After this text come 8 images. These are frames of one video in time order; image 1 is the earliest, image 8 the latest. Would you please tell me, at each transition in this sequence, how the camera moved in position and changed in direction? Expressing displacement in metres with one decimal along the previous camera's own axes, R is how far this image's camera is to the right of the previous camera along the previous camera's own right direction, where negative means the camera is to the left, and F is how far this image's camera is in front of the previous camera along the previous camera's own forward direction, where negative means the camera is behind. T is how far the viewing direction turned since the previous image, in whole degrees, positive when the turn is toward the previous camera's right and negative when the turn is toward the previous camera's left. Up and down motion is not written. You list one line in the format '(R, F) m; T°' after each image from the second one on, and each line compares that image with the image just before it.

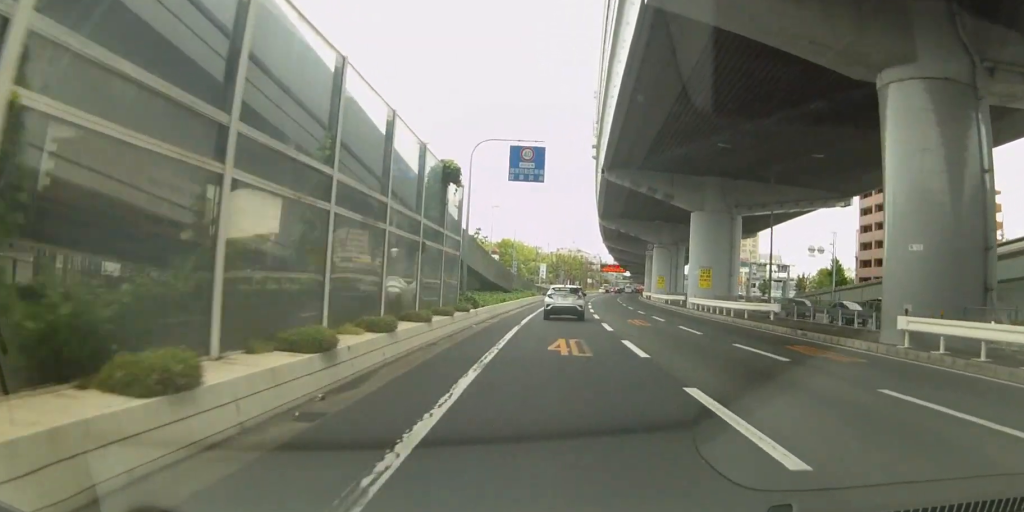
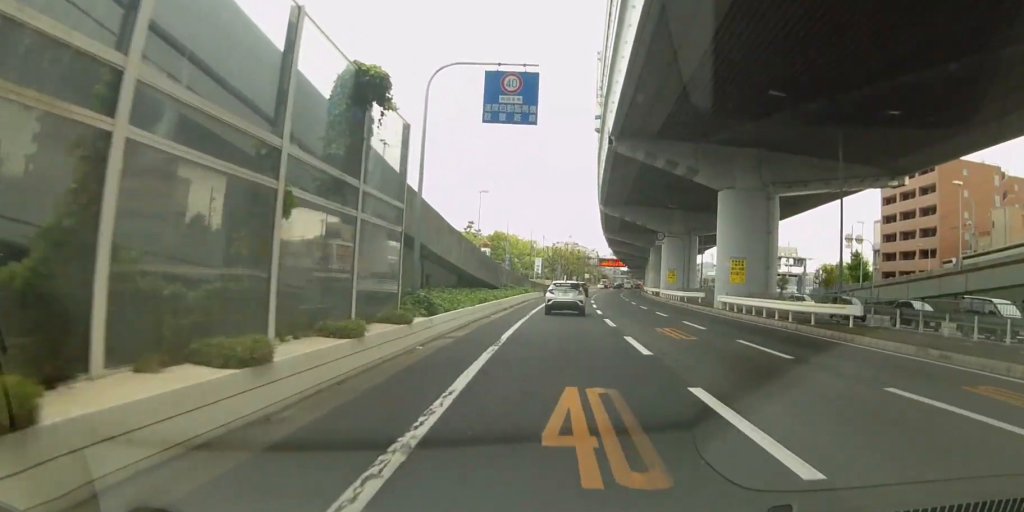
(0.0, +9.8) m; -3°
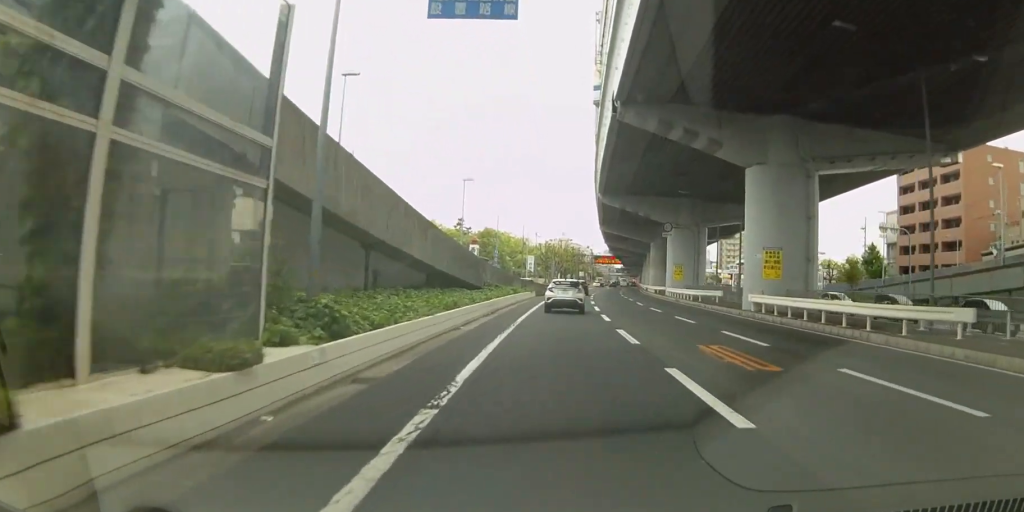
(-0.5, +7.9) m; -1°
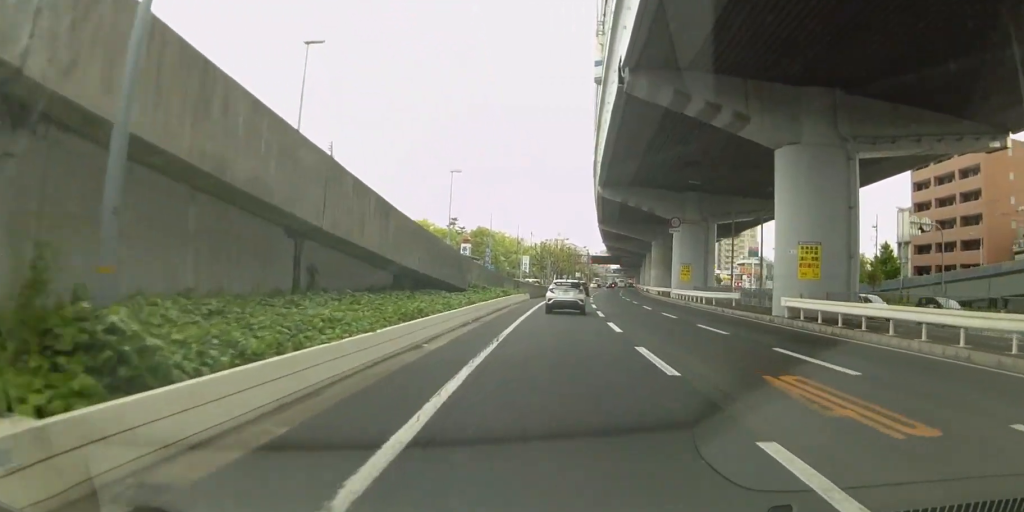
(0.0, +5.6) m; 0°
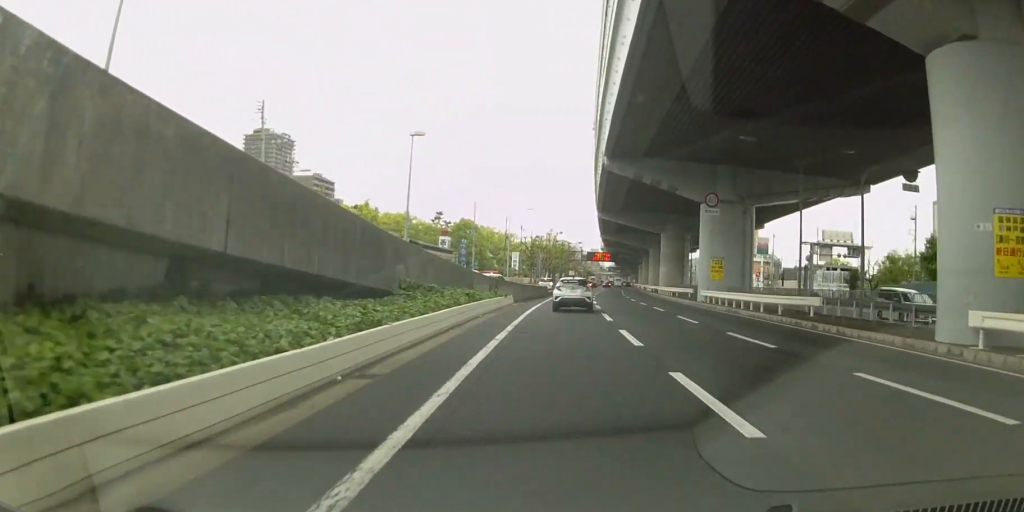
(+0.5, +14.2) m; +2°
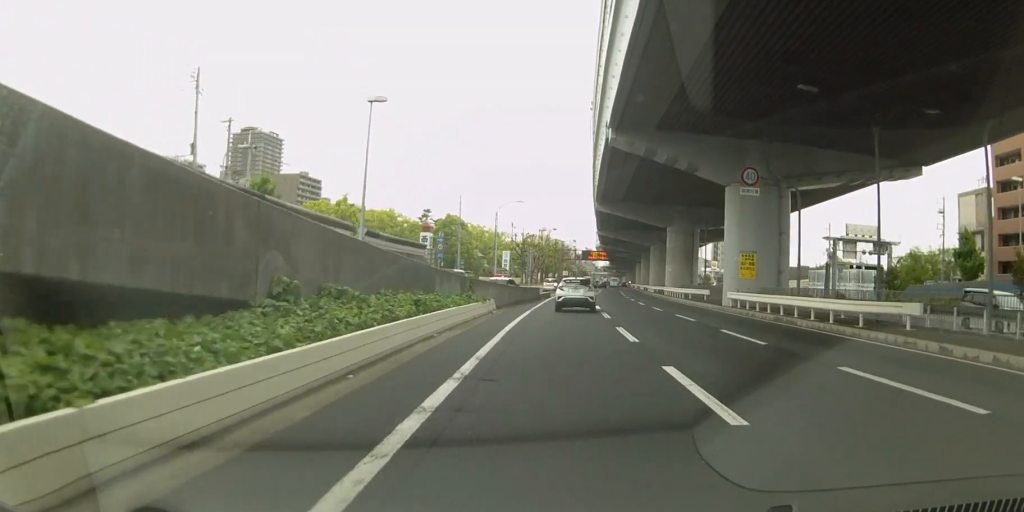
(0.0, +9.3) m; 0°
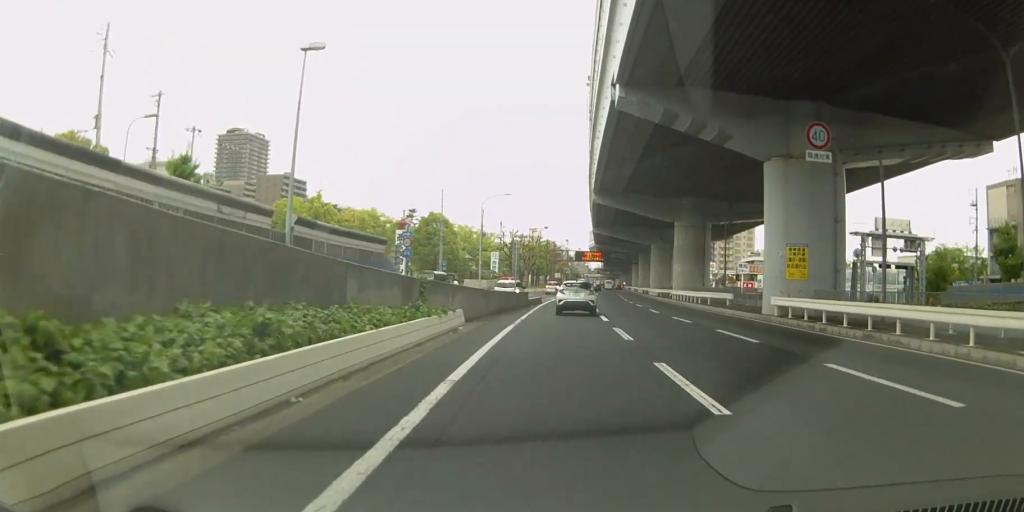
(0.0, +9.7) m; 0°
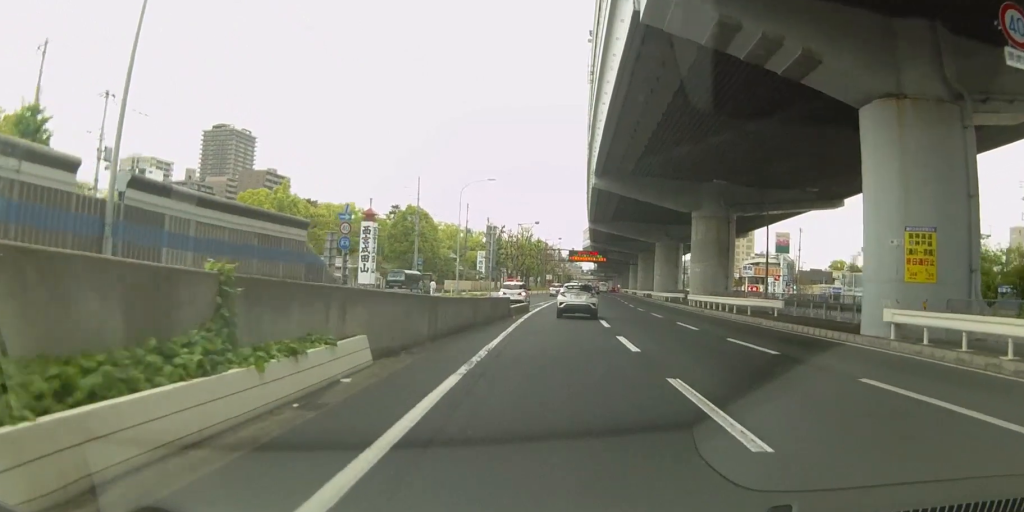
(0.0, +12.0) m; -2°
